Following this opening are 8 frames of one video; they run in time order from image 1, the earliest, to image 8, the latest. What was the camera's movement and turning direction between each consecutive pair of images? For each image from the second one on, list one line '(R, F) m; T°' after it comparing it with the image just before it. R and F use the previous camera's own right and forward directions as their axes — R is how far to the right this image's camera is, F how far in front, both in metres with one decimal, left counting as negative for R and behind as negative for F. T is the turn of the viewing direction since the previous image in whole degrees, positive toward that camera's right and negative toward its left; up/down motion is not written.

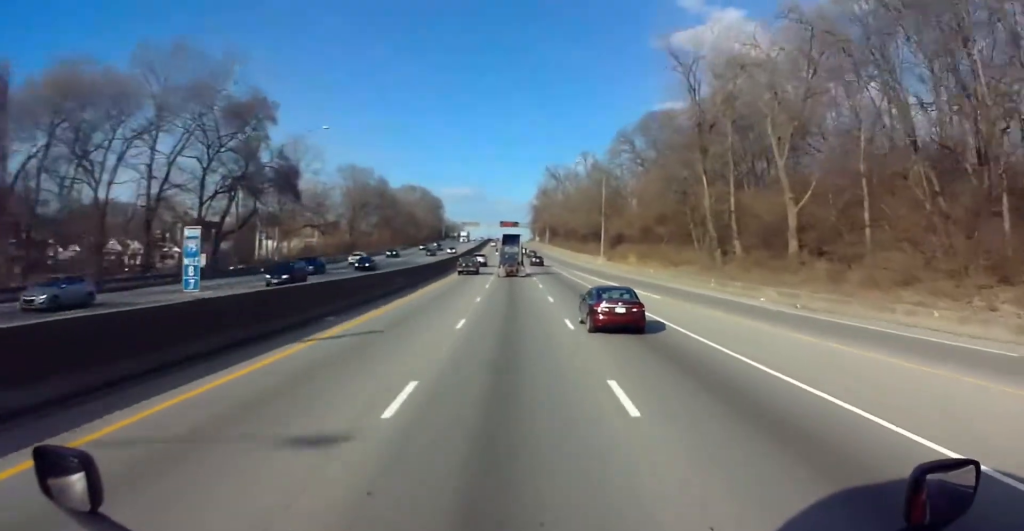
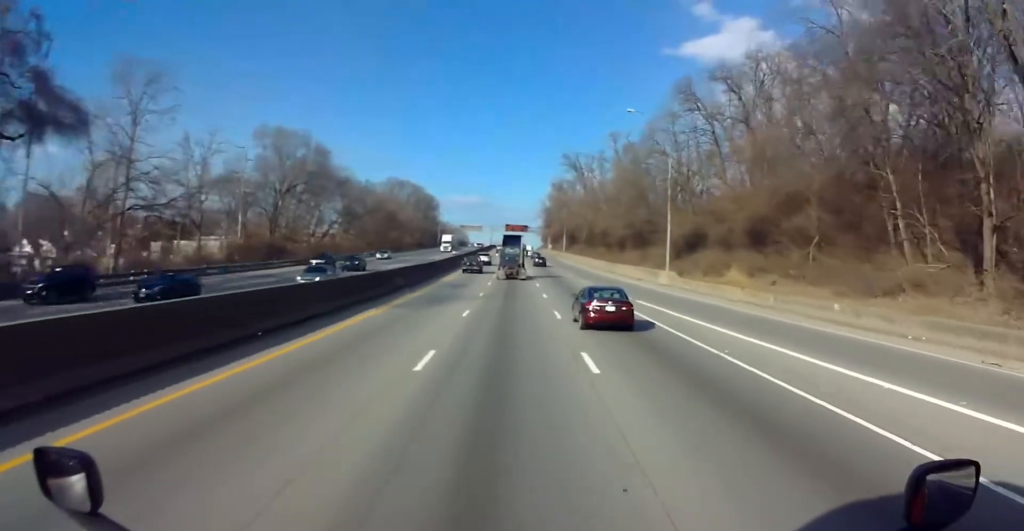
(-0.1, +44.6) m; 0°
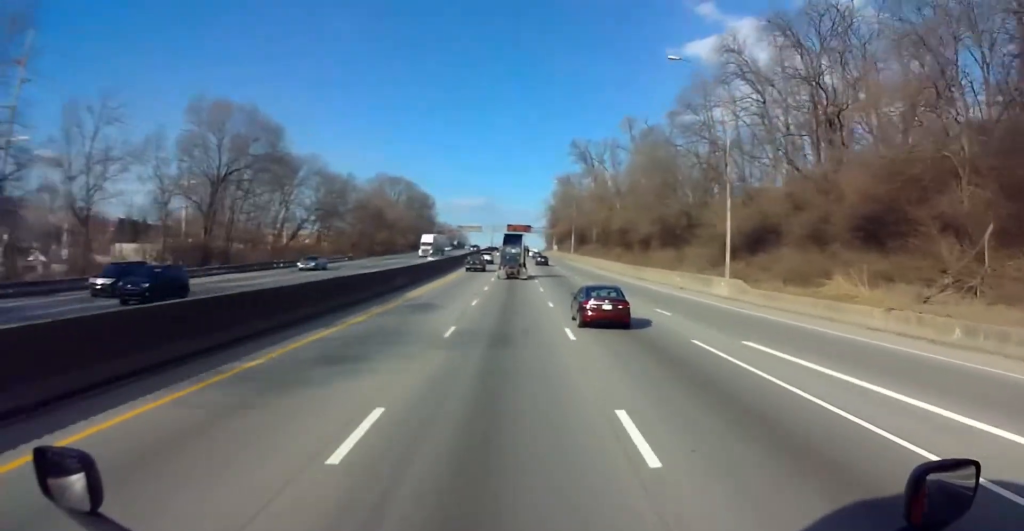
(-0.1, +18.8) m; 0°
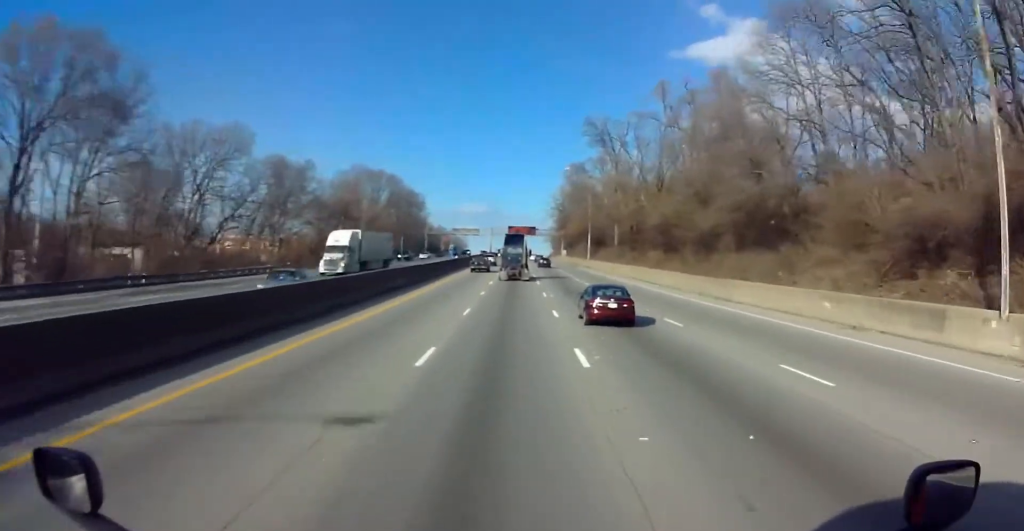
(+0.1, +29.7) m; 0°
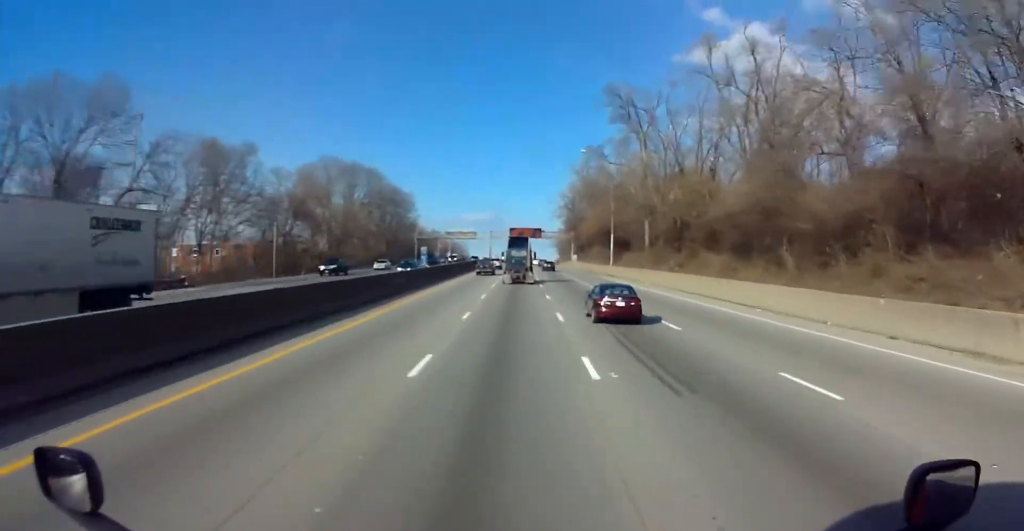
(-0.1, +26.0) m; 0°
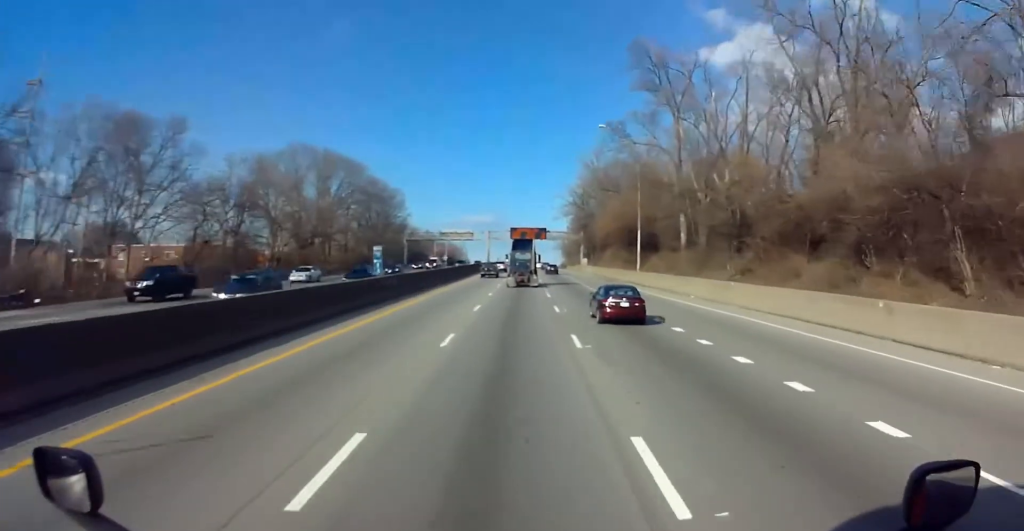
(0.0, +19.9) m; 0°
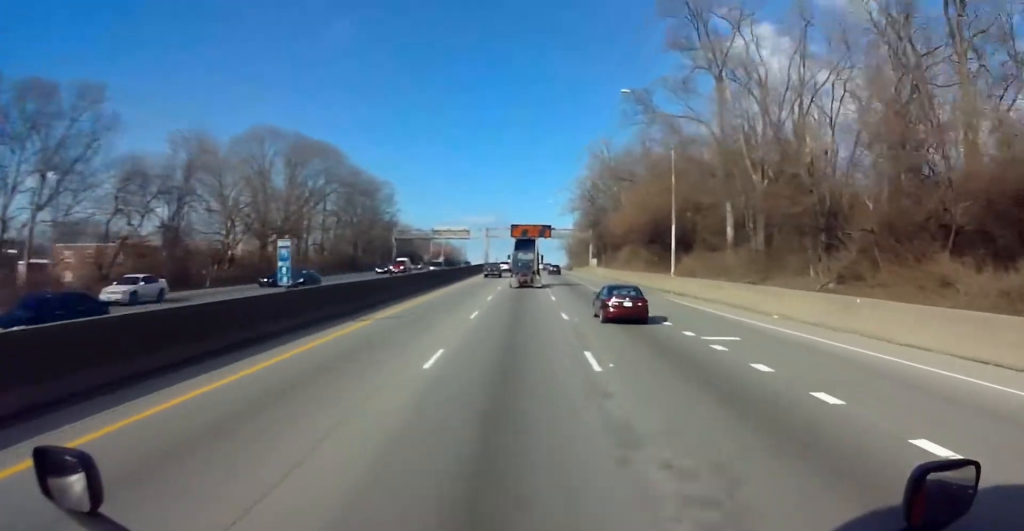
(0.0, +16.2) m; 0°
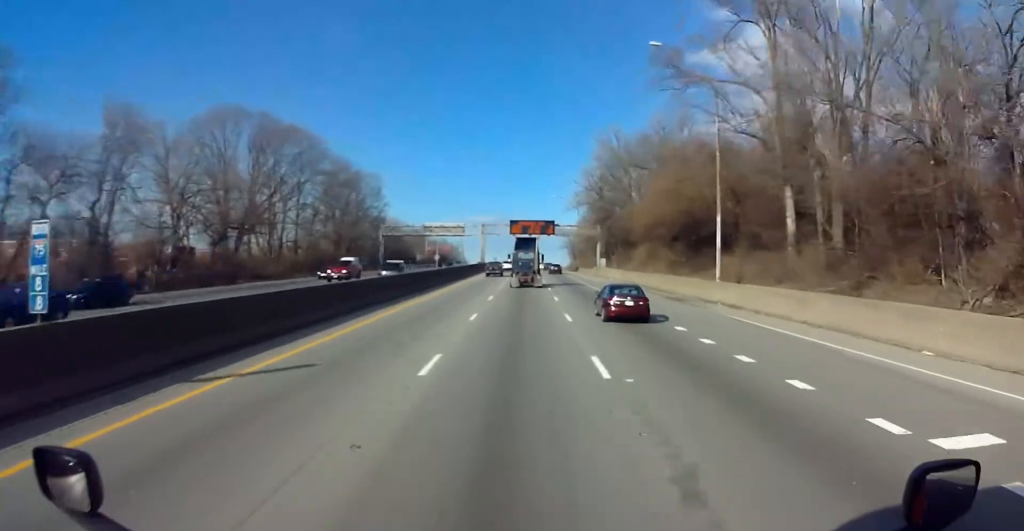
(+0.1, +13.3) m; 0°
